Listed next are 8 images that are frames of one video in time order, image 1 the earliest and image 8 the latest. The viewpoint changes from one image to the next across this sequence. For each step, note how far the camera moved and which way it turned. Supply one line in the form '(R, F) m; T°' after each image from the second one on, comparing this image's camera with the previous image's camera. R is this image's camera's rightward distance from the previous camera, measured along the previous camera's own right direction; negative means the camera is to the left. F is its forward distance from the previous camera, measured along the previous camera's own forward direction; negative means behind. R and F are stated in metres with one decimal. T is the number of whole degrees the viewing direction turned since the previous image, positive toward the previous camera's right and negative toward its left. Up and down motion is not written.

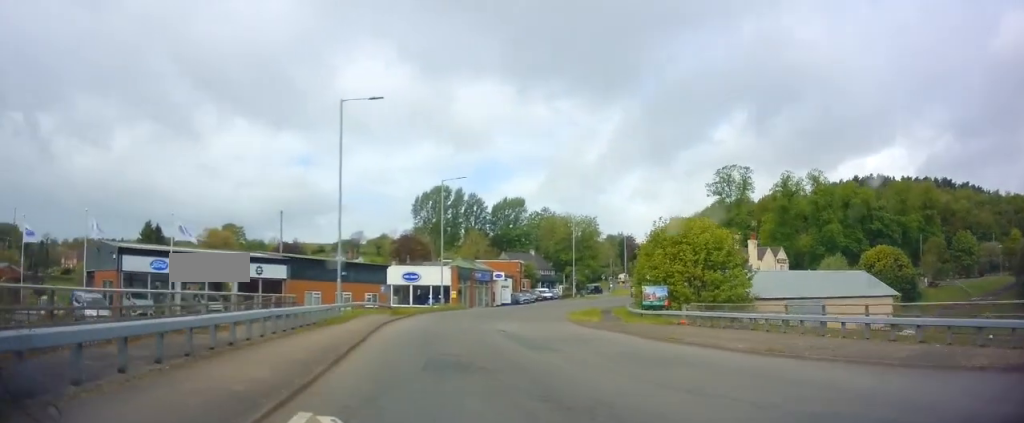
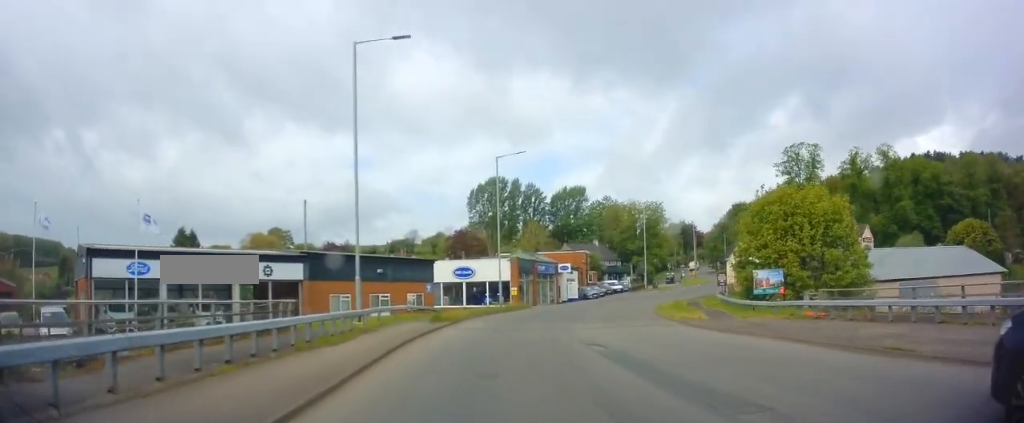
(-0.8, +8.3) m; -6°
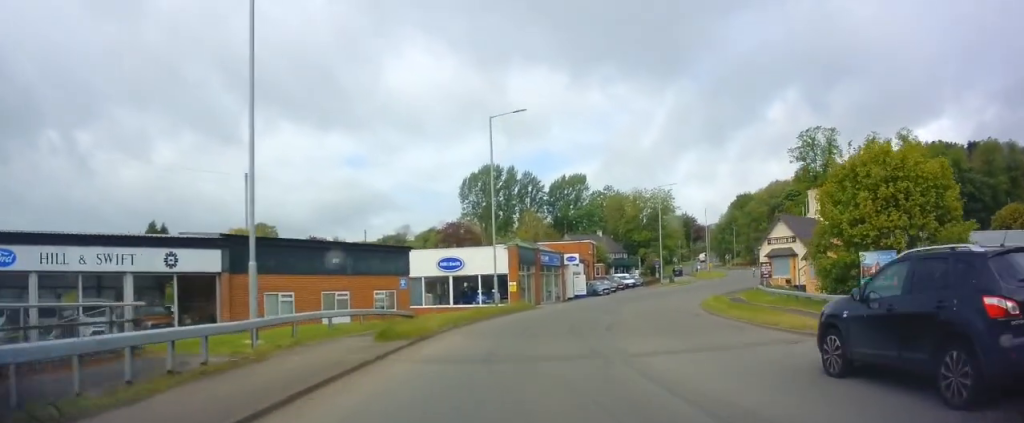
(-0.1, +9.7) m; 0°
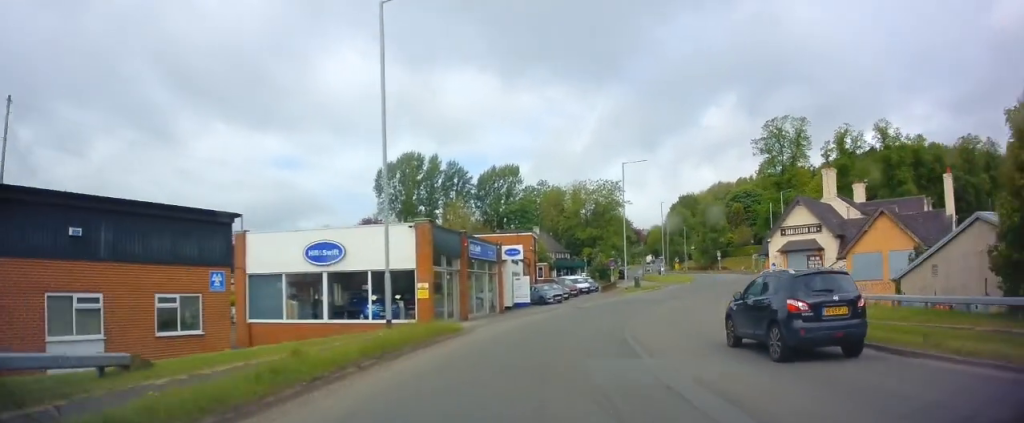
(+0.6, +15.6) m; +7°
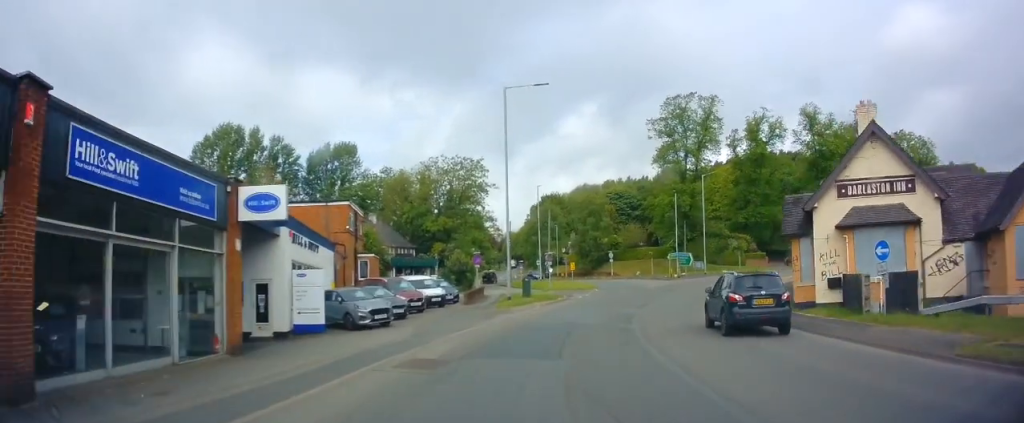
(+2.1, +22.4) m; +14°
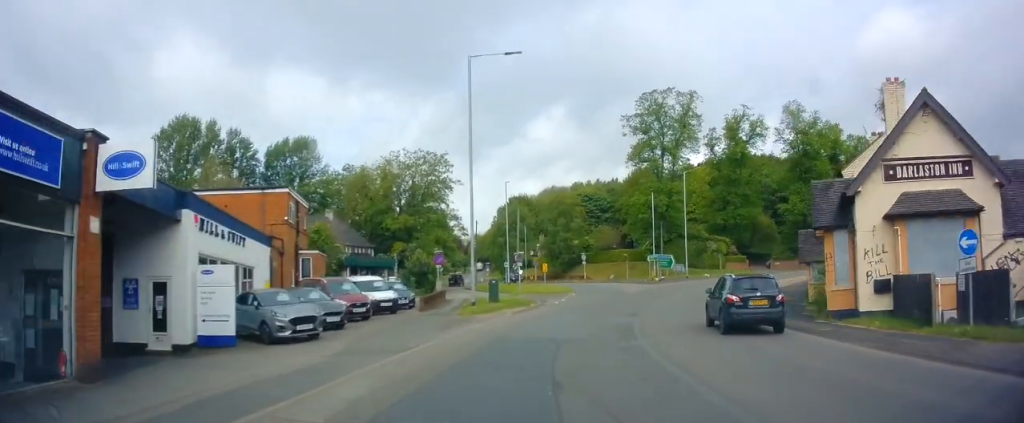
(+0.4, +4.9) m; +4°
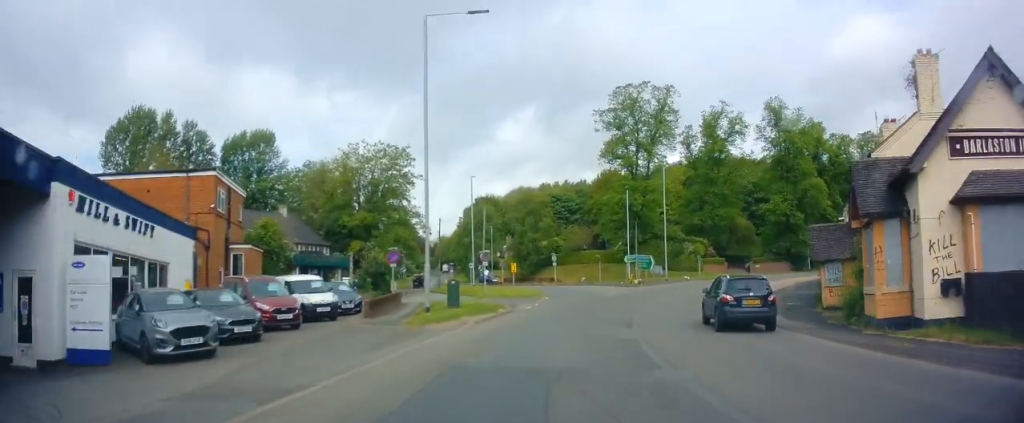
(+0.2, +4.6) m; +4°
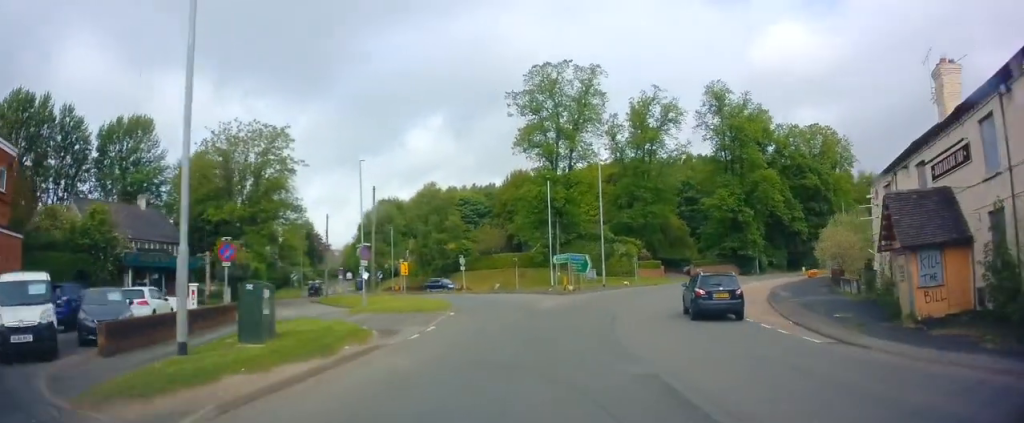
(+1.0, +11.7) m; +9°
